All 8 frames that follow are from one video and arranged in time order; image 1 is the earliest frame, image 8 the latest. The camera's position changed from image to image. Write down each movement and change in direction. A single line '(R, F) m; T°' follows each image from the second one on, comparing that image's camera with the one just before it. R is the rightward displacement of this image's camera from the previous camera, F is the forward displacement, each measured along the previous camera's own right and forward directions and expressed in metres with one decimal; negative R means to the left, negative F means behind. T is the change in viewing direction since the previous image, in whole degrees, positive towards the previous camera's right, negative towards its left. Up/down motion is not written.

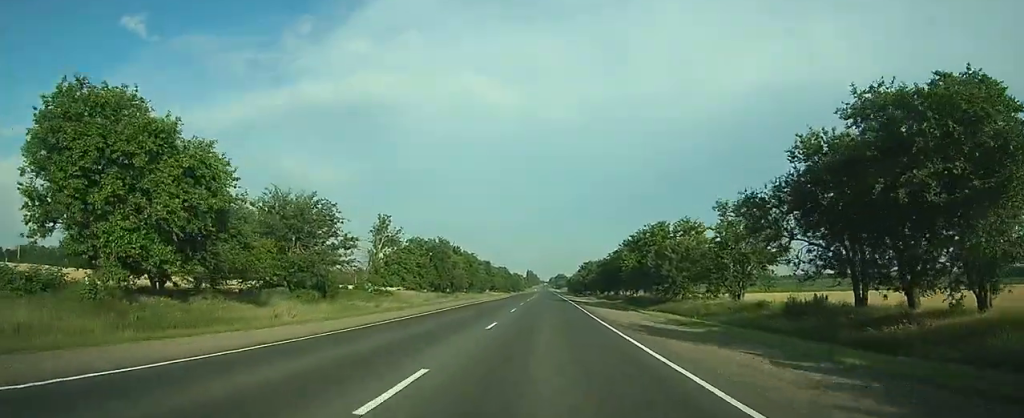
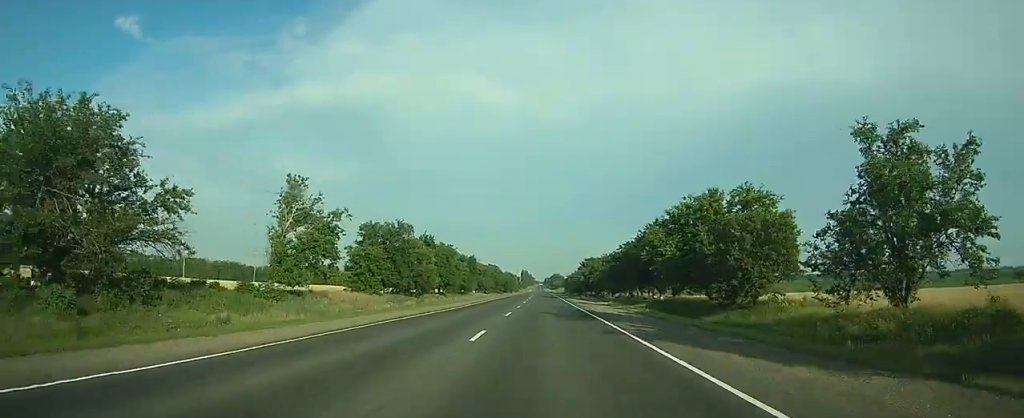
(0.0, +28.0) m; 0°
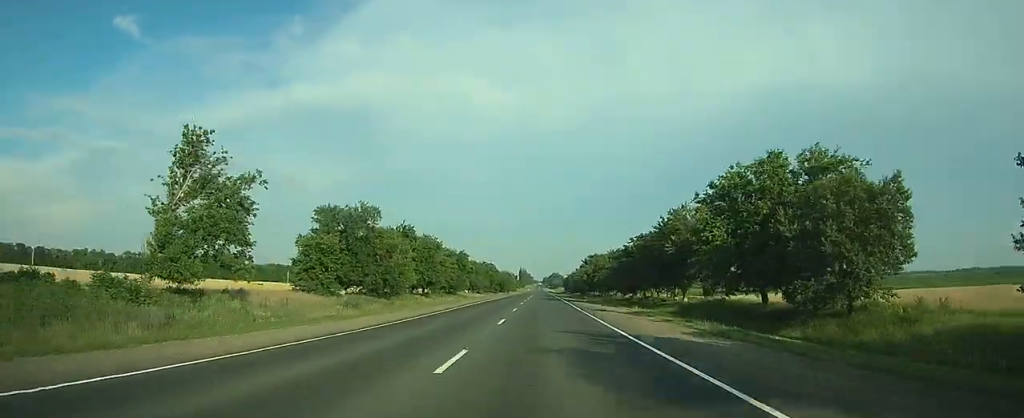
(0.0, +16.3) m; 0°
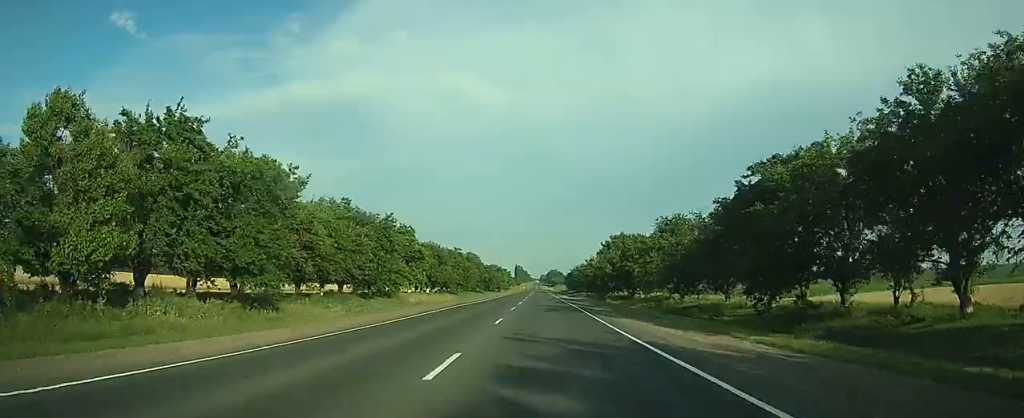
(+0.2, +59.5) m; 0°
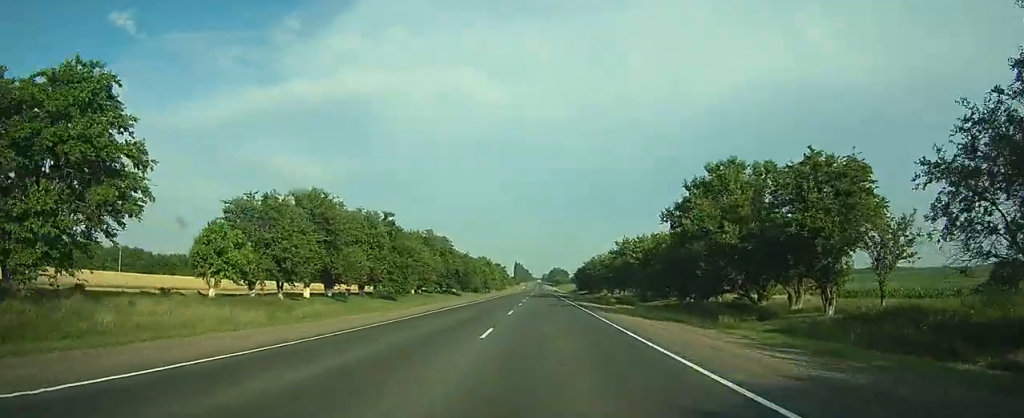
(-0.1, +64.2) m; 0°
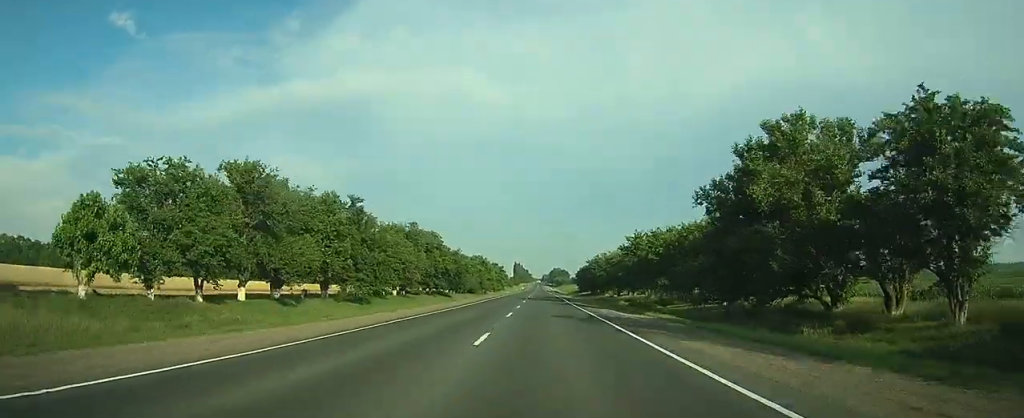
(0.0, +13.2) m; 0°
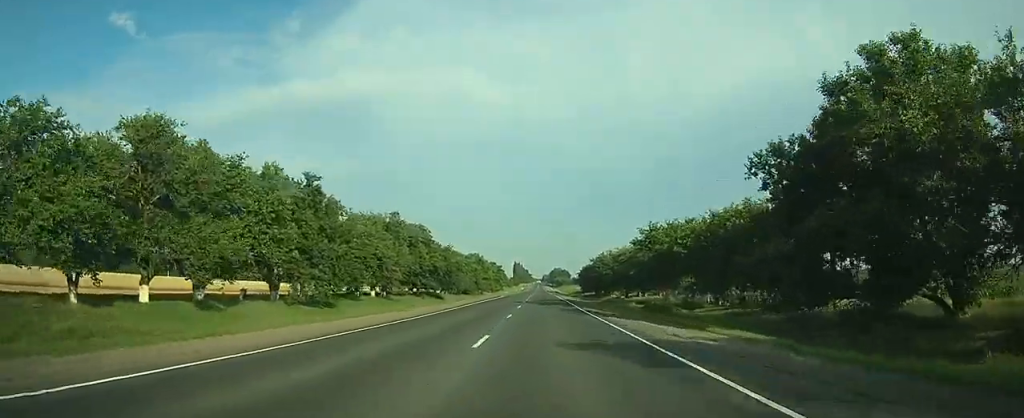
(0.0, +12.2) m; 0°
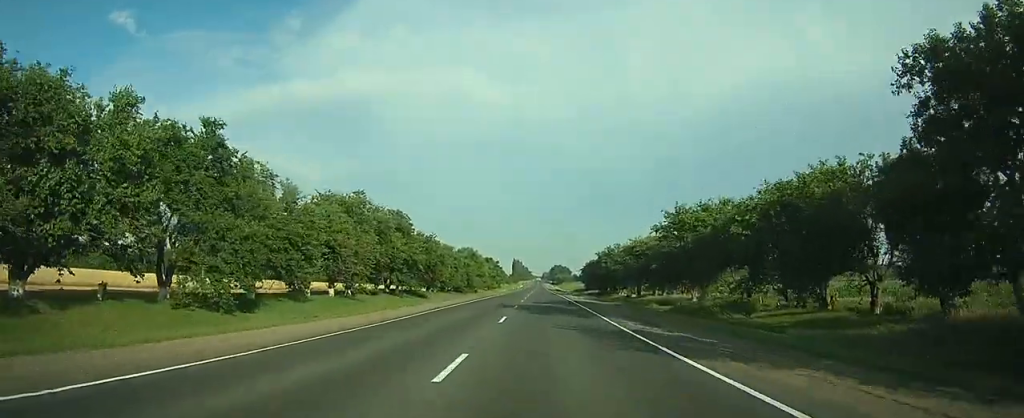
(0.0, +16.1) m; 0°
